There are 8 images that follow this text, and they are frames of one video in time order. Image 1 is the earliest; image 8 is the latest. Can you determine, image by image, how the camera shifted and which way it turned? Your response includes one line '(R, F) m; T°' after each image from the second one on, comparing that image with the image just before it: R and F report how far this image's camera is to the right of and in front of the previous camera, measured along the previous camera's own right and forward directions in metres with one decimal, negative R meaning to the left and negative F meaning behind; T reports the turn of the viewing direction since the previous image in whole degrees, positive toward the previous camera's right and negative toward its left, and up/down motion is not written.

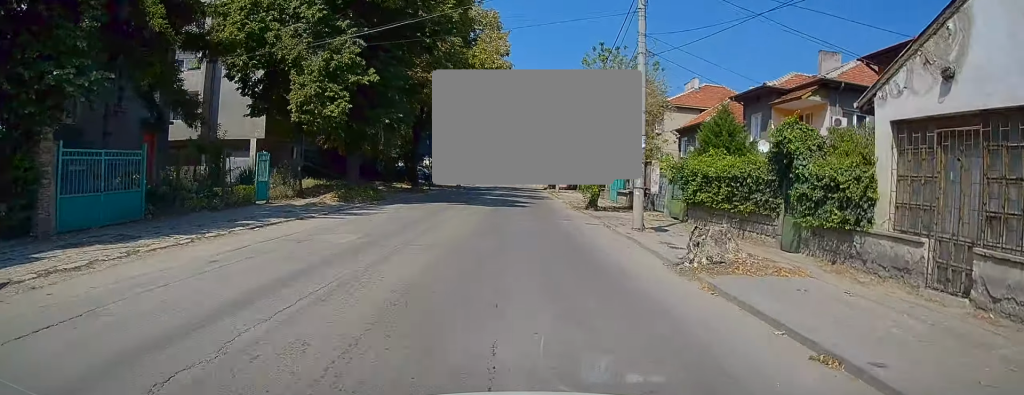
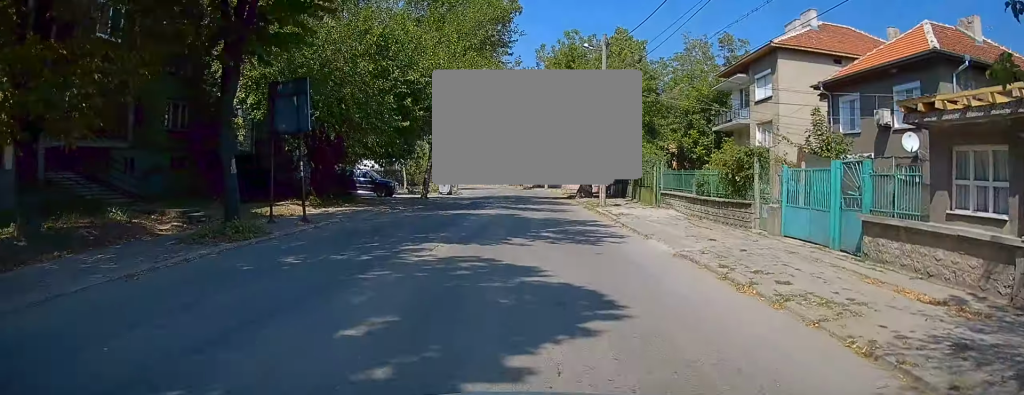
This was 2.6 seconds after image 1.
(-0.6, +25.9) m; -1°
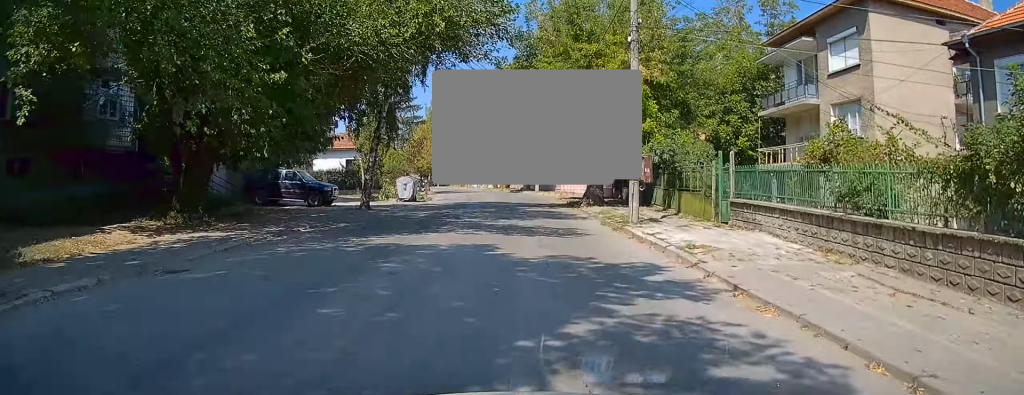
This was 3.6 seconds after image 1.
(+0.3, +11.0) m; 0°
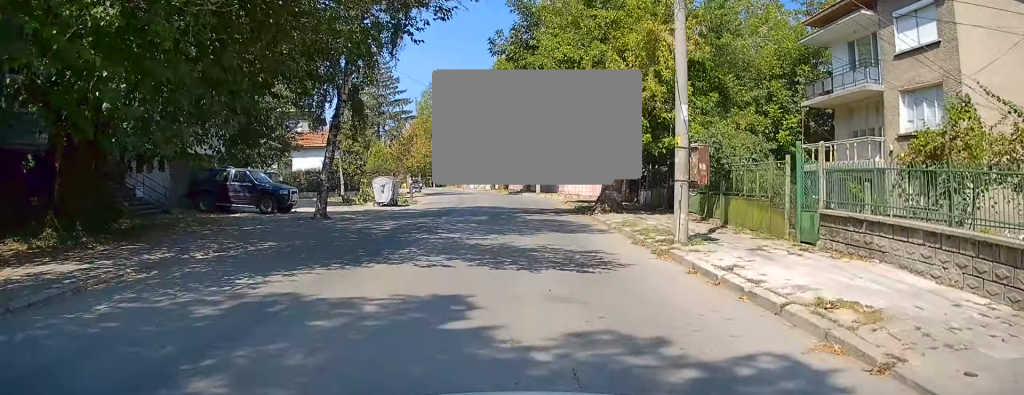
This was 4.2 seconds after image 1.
(-0.2, +5.4) m; 0°
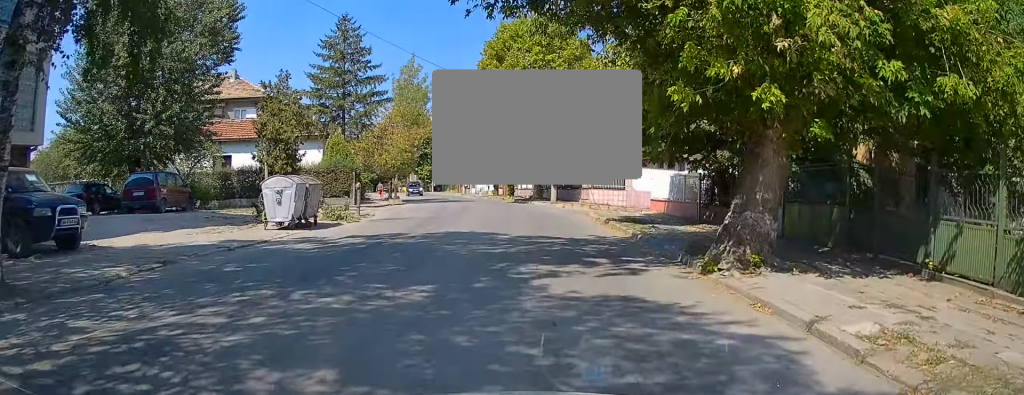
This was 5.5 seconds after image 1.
(+0.3, +13.3) m; 0°
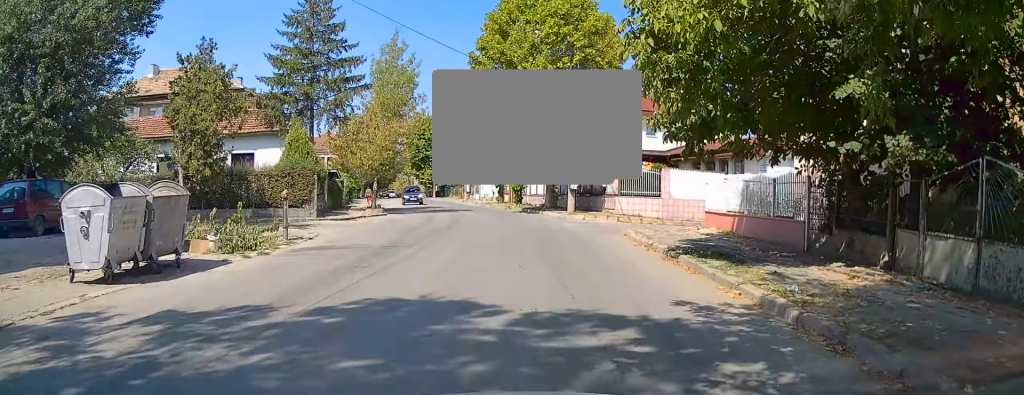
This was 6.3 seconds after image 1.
(-0.3, +7.9) m; -2°
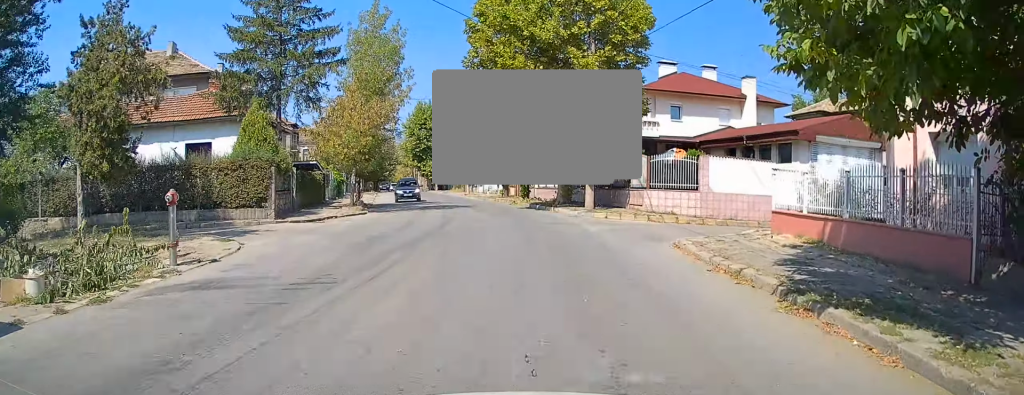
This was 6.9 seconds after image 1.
(-0.1, +5.7) m; 0°
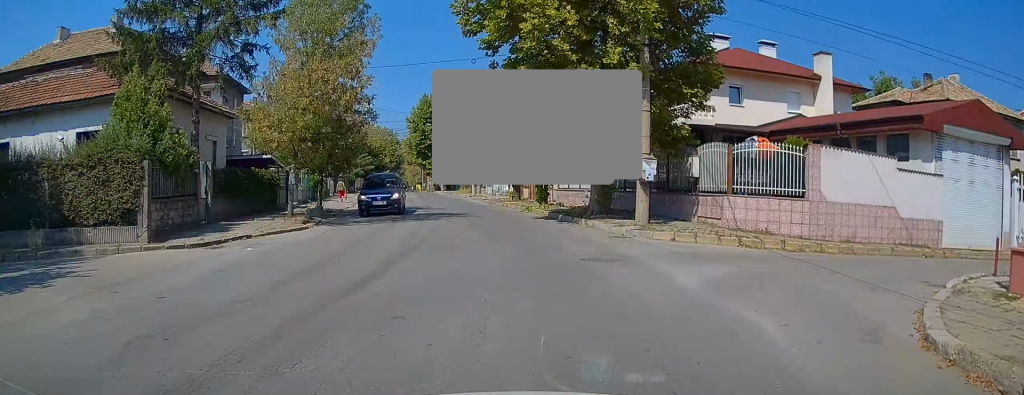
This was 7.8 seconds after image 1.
(0.0, +9.2) m; +1°
